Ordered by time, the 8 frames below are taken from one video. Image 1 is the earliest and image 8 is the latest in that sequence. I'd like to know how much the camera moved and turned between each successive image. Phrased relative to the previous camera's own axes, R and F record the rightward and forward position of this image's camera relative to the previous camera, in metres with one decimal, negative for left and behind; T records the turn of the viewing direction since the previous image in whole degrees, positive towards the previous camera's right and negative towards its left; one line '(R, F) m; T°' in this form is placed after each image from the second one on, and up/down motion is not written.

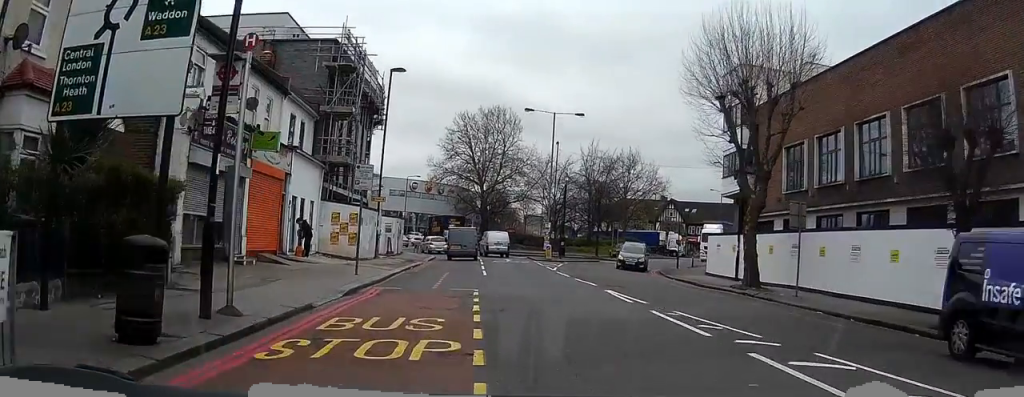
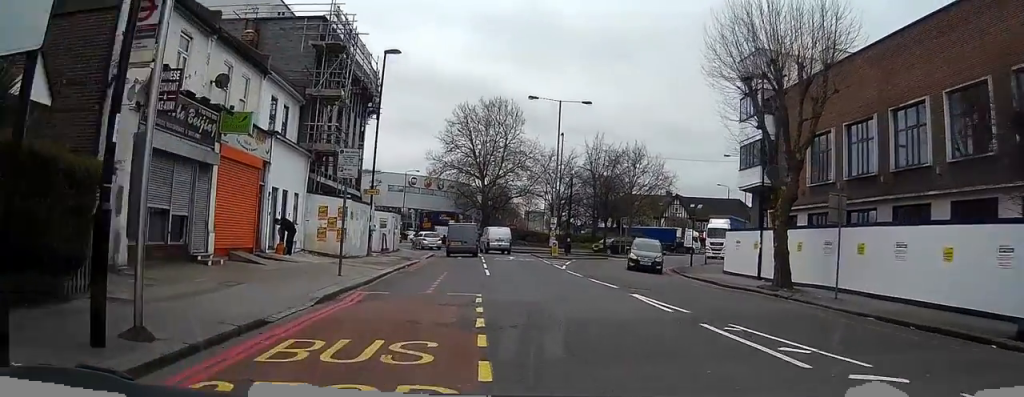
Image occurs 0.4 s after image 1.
(0.0, +3.2) m; 0°
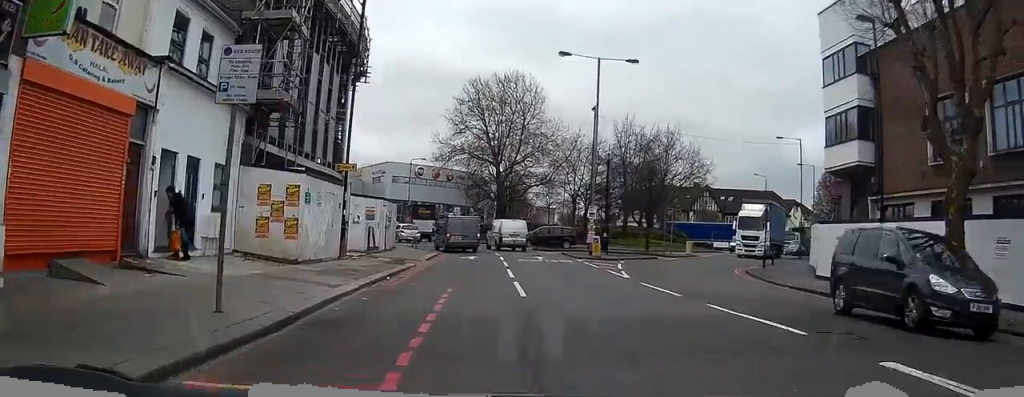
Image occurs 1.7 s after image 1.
(-0.1, +10.5) m; -2°
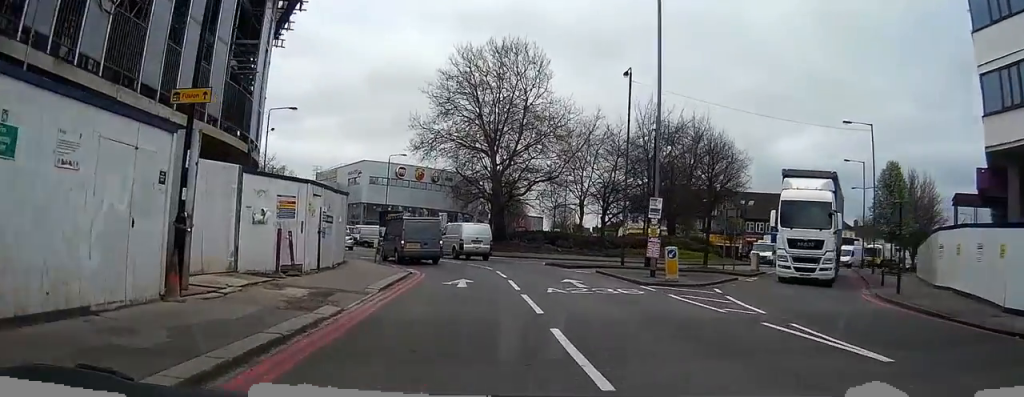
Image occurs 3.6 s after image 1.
(-0.4, +14.0) m; -1°
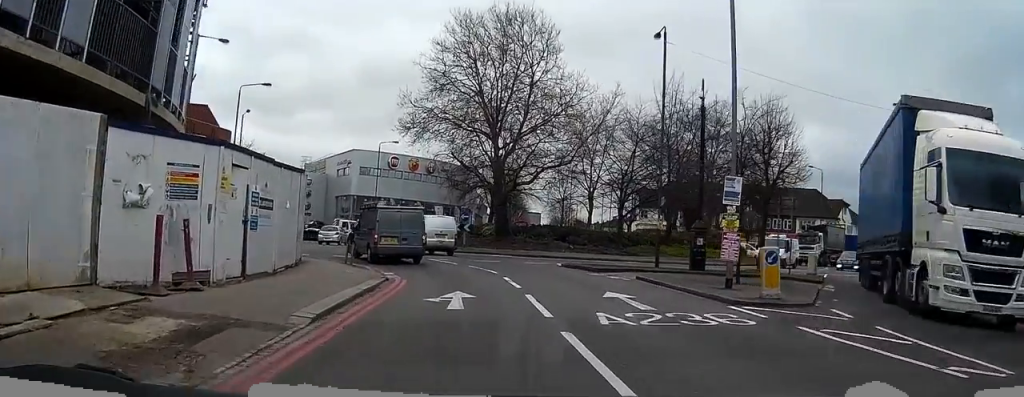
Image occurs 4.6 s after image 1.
(+0.1, +7.2) m; 0°
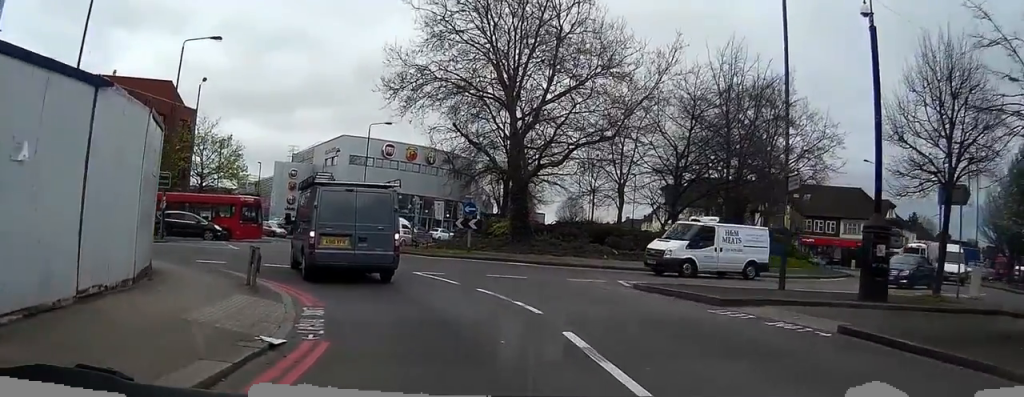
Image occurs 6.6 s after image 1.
(+0.1, +11.9) m; +1°
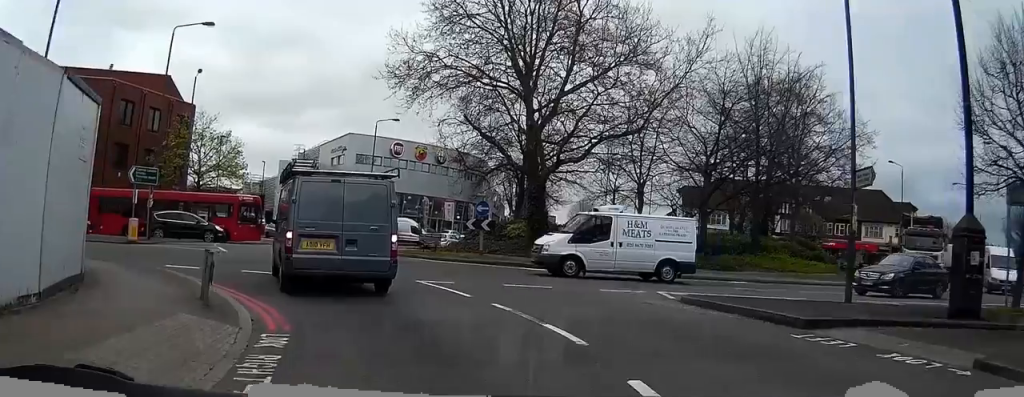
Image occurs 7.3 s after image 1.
(0.0, +2.9) m; -2°
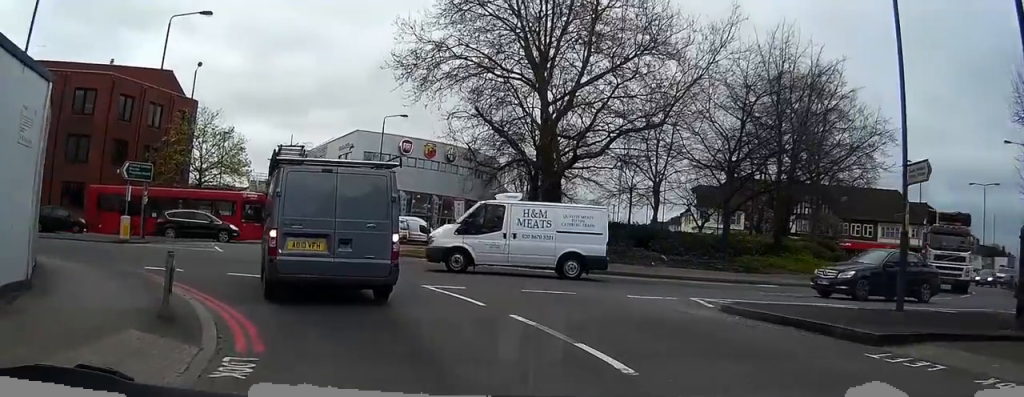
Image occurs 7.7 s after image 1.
(0.0, +1.9) m; -1°
